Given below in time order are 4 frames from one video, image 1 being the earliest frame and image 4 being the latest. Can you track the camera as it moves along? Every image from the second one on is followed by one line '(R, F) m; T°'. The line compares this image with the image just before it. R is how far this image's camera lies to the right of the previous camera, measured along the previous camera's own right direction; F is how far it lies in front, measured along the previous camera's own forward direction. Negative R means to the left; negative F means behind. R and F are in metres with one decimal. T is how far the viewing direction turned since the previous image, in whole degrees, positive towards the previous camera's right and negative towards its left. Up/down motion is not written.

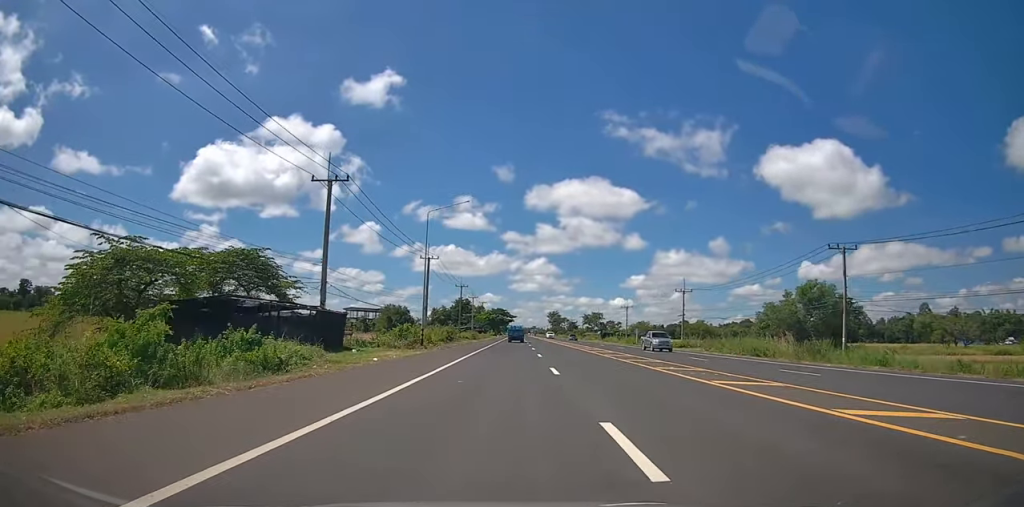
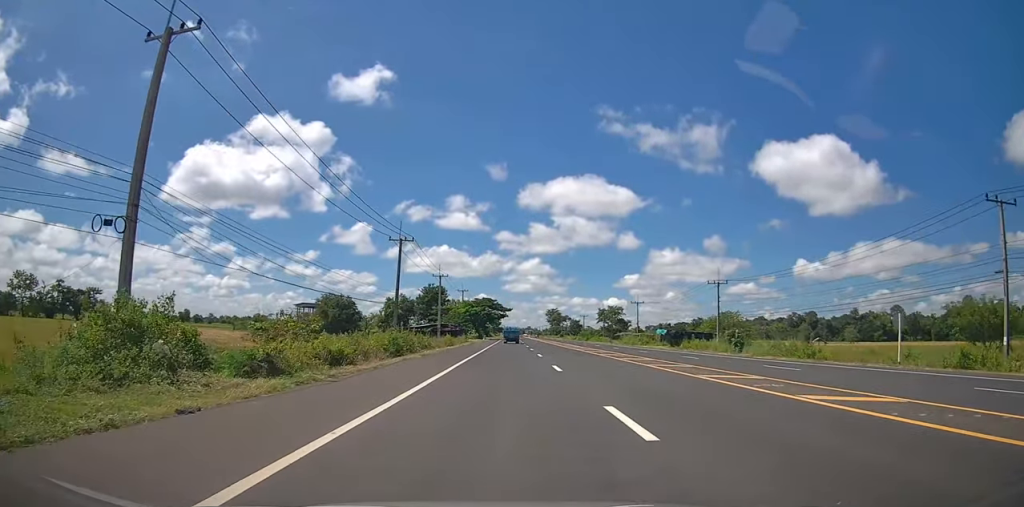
(-0.2, +57.7) m; 0°
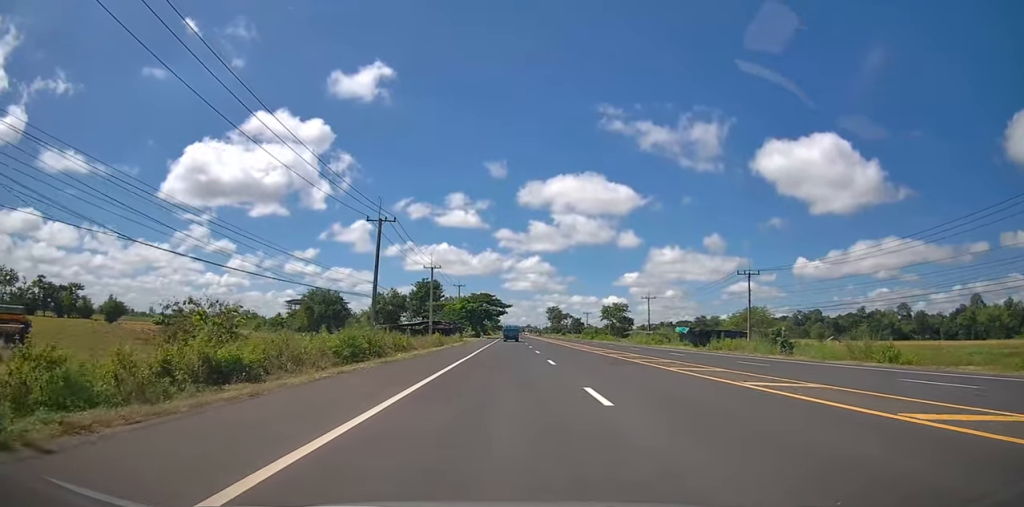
(-0.1, +9.1) m; 0°
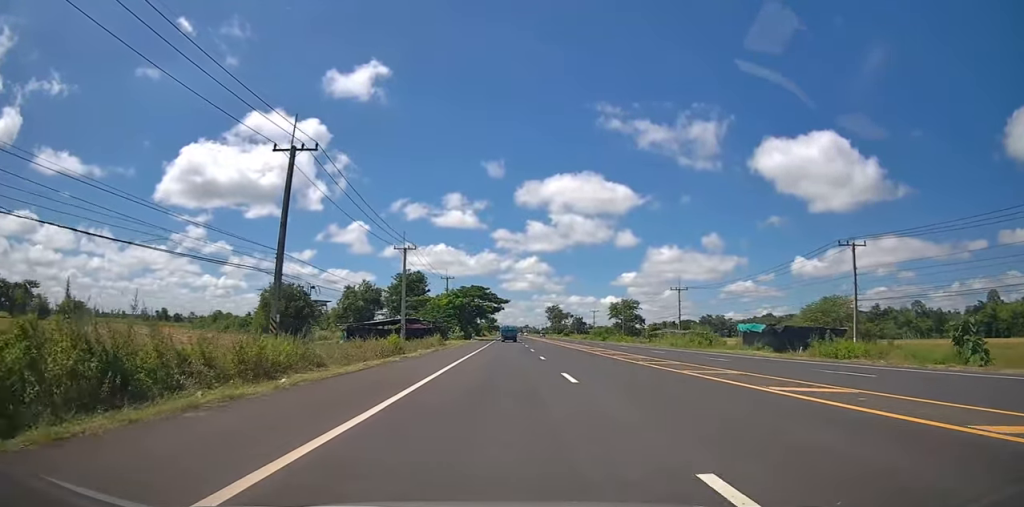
(+0.2, +19.6) m; +1°
